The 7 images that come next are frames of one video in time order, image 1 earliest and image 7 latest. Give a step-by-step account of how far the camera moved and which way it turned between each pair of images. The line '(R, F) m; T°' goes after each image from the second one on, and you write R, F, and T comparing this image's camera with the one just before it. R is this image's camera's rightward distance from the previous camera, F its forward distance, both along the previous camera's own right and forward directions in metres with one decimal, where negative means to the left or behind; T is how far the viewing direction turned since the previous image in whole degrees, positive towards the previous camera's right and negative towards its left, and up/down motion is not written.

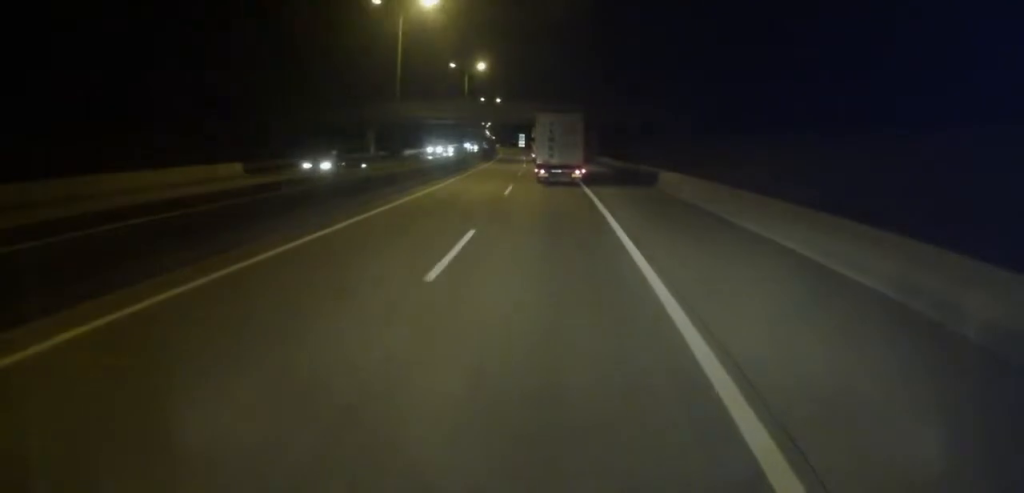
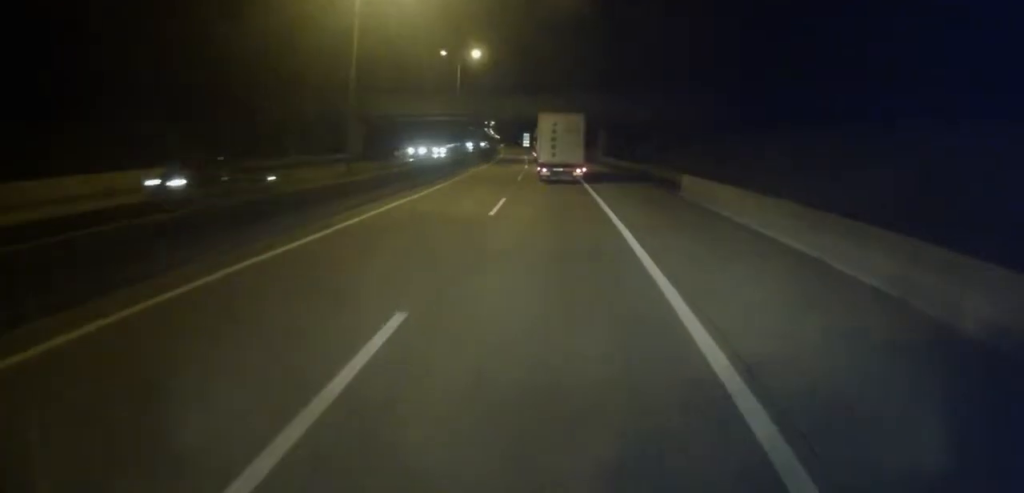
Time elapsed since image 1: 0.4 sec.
(0.0, +8.9) m; 0°
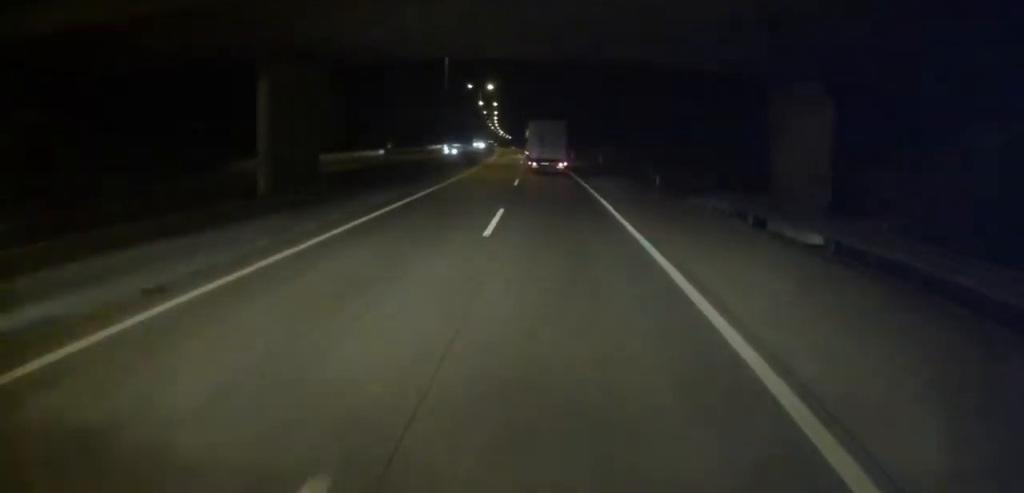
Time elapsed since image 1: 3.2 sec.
(-1.1, +60.0) m; -2°
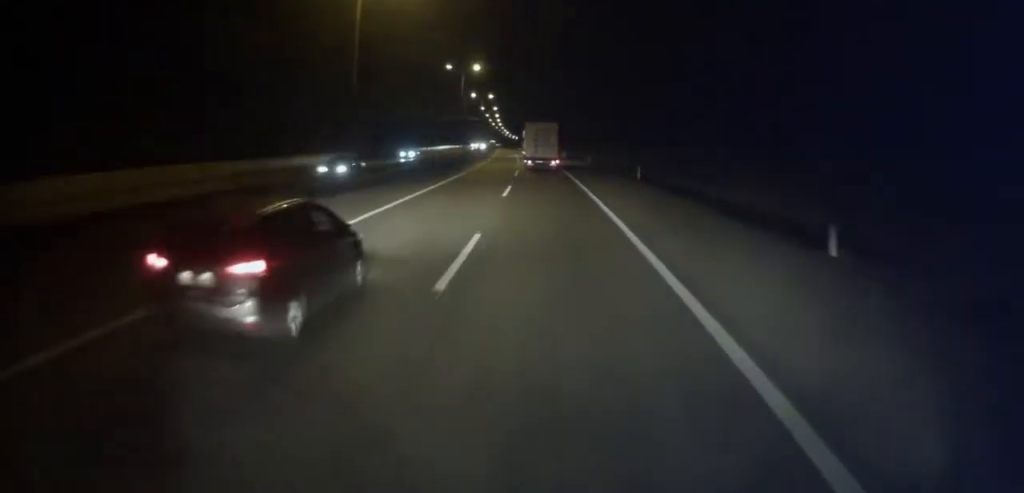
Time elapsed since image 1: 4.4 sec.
(0.0, +24.1) m; 0°
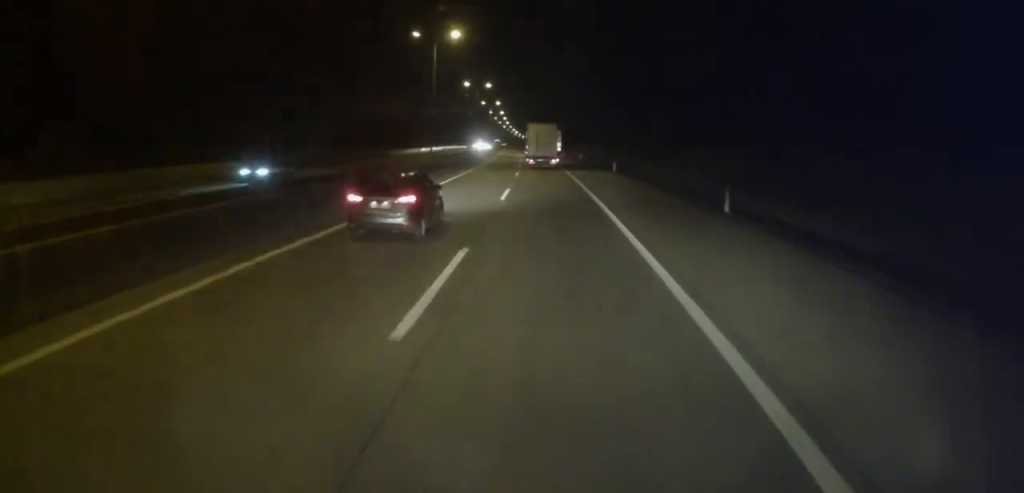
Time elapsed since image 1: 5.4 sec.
(0.0, +20.7) m; -1°
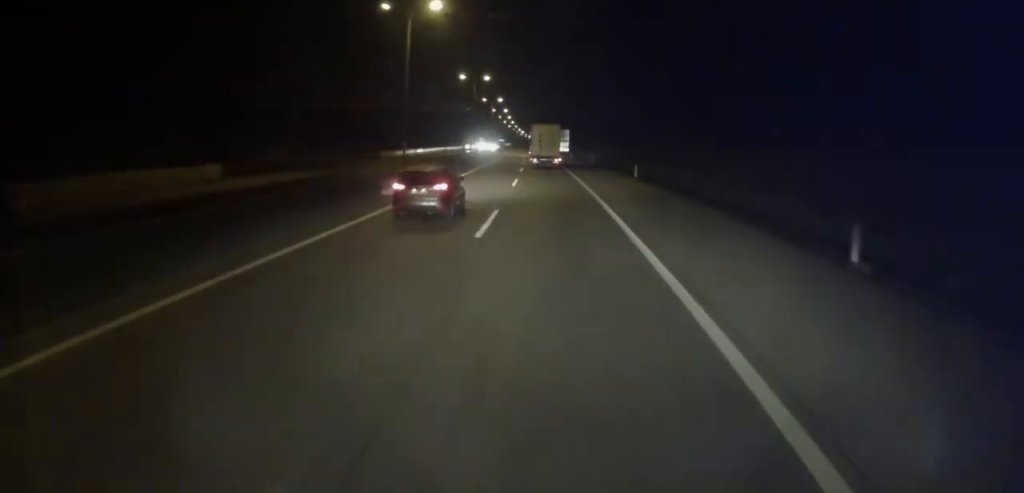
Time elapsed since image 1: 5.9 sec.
(-0.1, +10.2) m; -1°
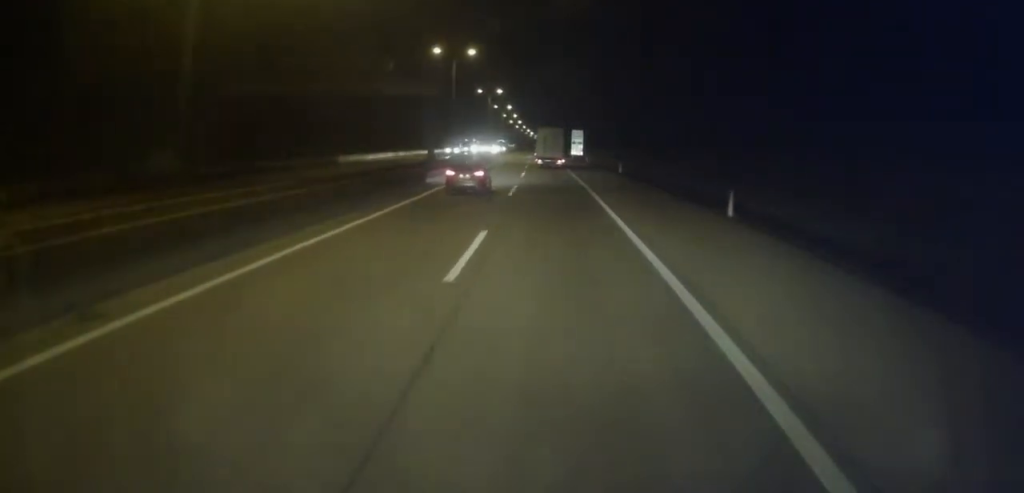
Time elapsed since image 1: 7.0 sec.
(-0.2, +23.0) m; -1°
